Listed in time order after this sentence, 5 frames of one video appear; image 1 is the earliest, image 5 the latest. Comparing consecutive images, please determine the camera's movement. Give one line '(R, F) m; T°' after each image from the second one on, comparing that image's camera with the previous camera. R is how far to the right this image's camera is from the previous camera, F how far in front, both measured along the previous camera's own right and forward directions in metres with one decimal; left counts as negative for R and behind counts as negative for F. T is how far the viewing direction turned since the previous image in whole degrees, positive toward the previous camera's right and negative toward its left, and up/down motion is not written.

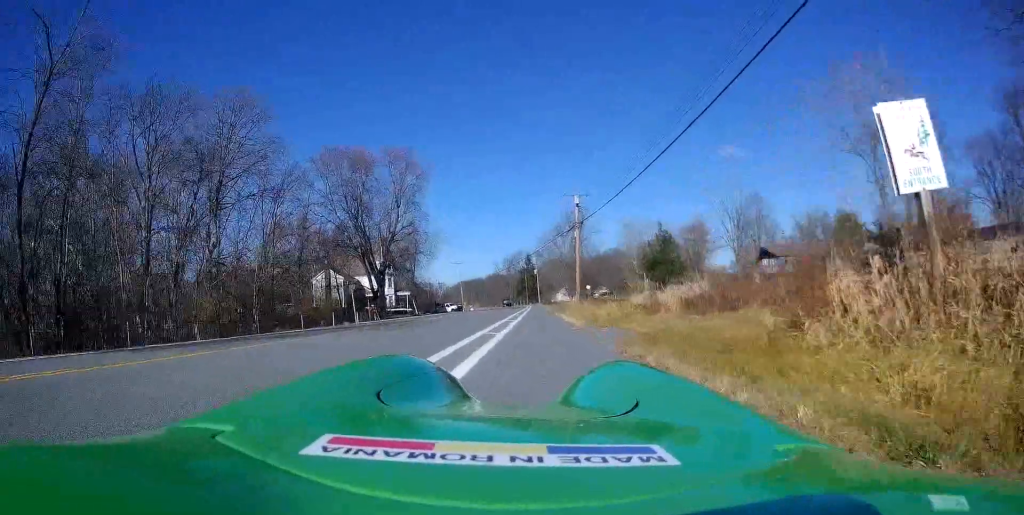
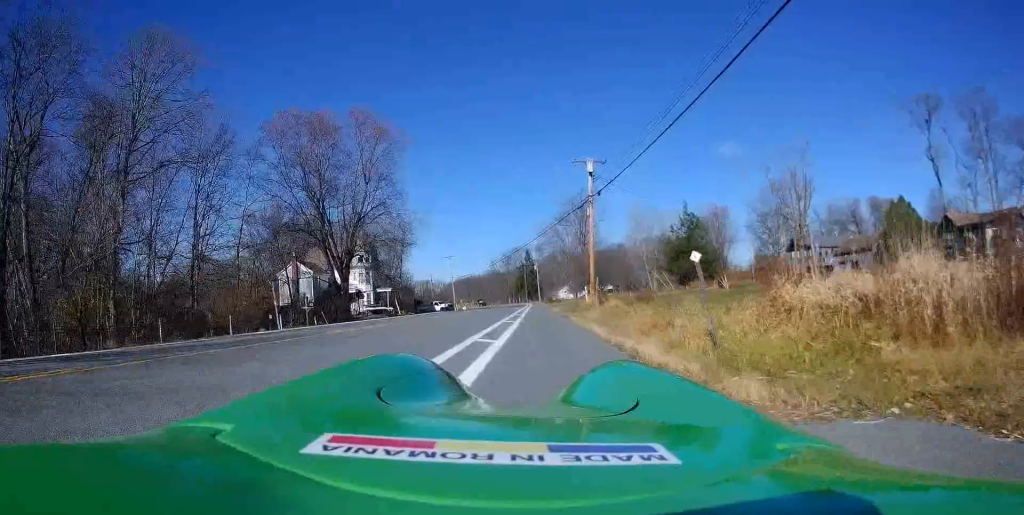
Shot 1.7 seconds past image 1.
(+0.3, +12.1) m; -2°
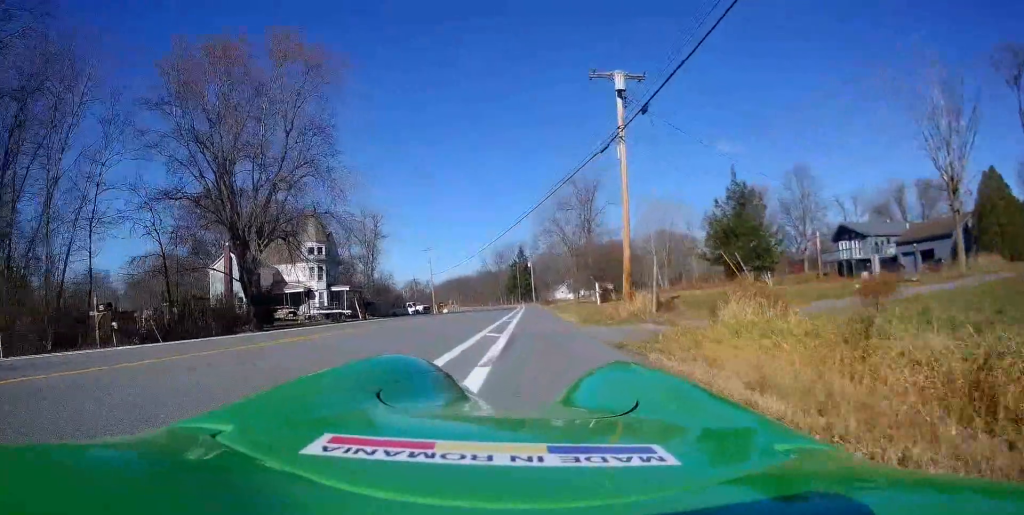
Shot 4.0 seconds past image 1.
(-0.1, +15.9) m; +1°
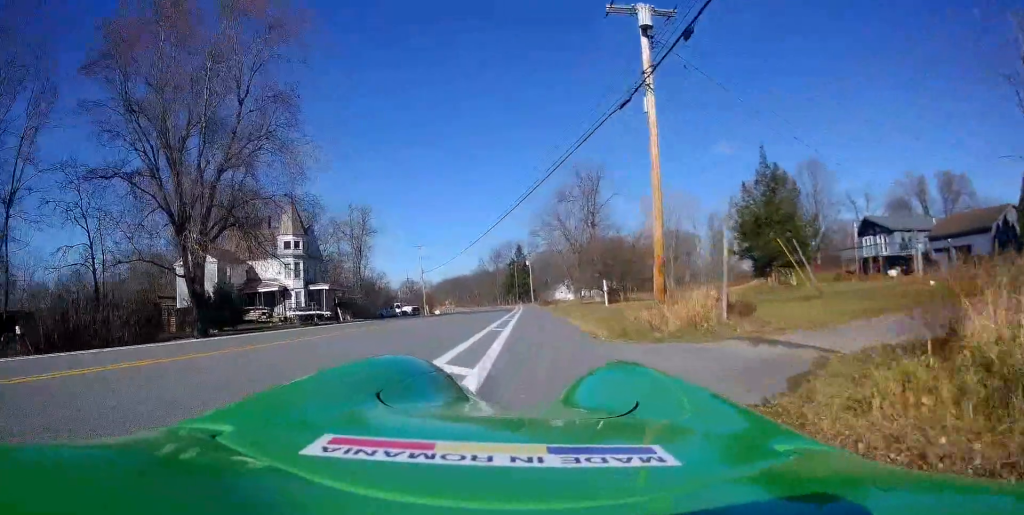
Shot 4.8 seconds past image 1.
(-0.1, +6.2) m; 0°
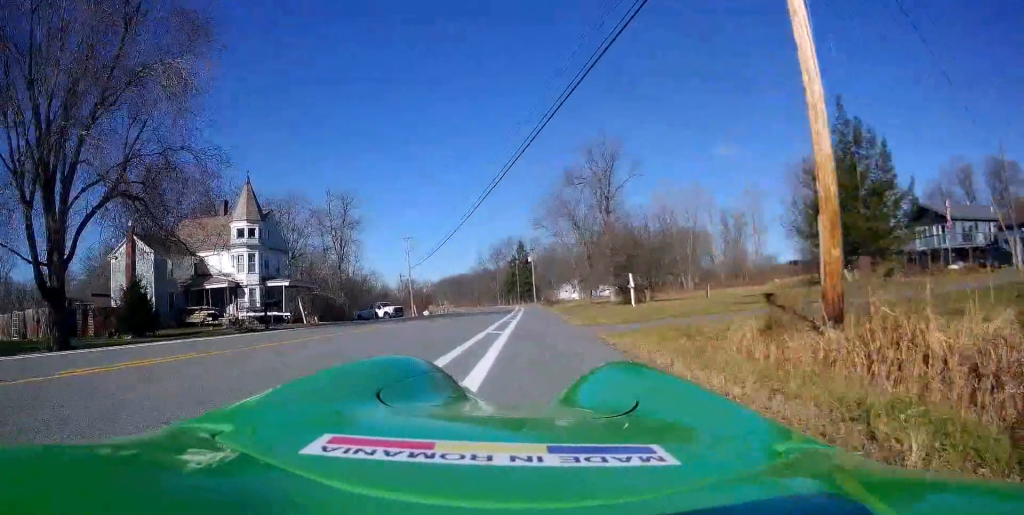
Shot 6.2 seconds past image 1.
(+0.2, +10.4) m; +2°
